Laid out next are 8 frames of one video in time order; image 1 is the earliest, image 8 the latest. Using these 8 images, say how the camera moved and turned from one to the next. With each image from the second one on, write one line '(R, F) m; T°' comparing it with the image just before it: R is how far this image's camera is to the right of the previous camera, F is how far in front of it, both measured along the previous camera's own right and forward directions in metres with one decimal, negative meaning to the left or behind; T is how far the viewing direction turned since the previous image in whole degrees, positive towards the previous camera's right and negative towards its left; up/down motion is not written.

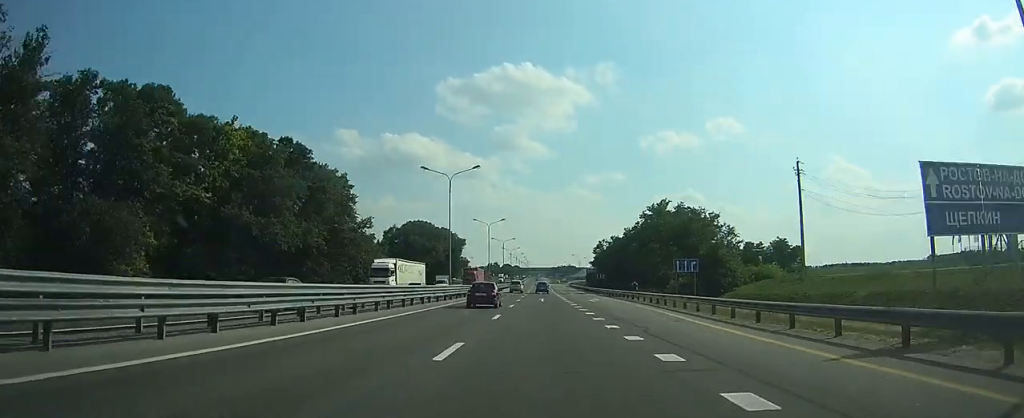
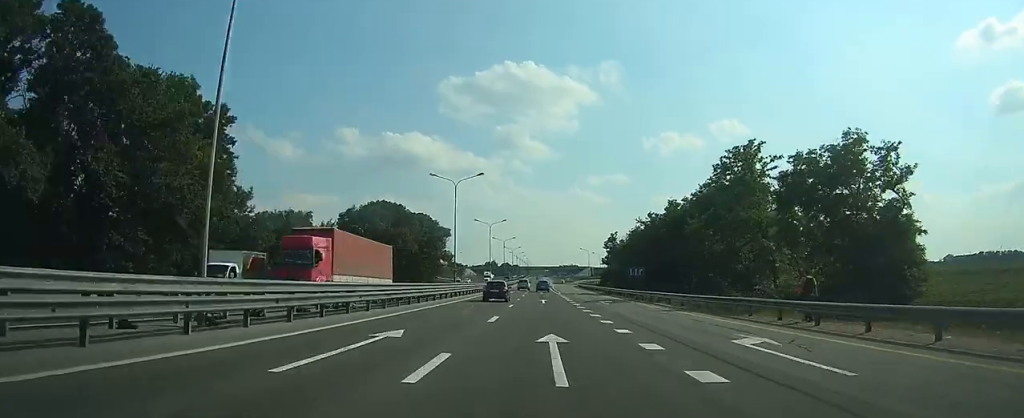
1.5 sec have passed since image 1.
(0.0, +38.0) m; 0°
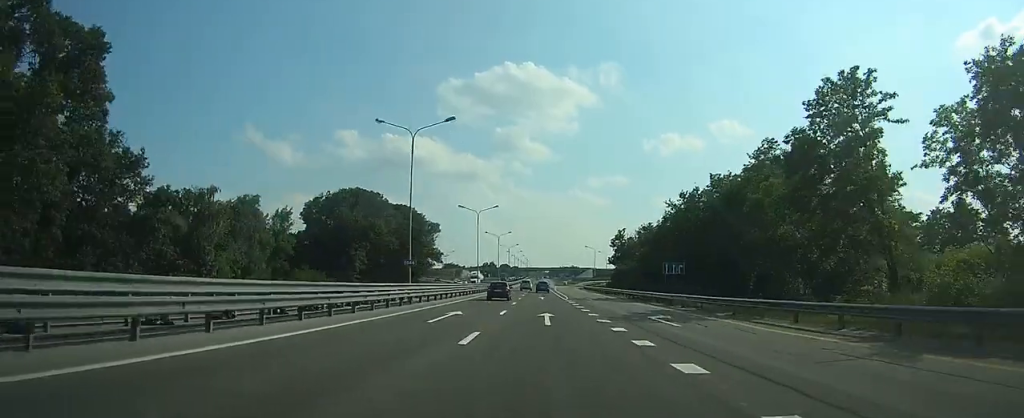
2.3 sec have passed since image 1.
(0.0, +19.0) m; 0°
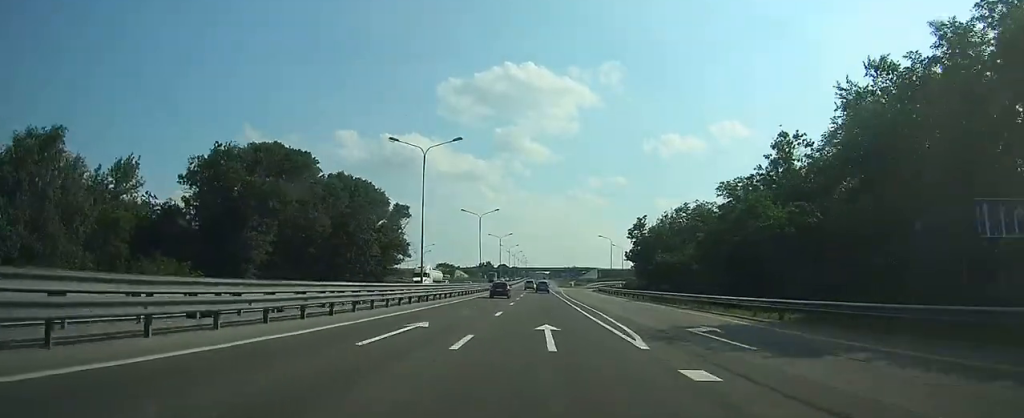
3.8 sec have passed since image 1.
(-0.1, +36.3) m; -1°
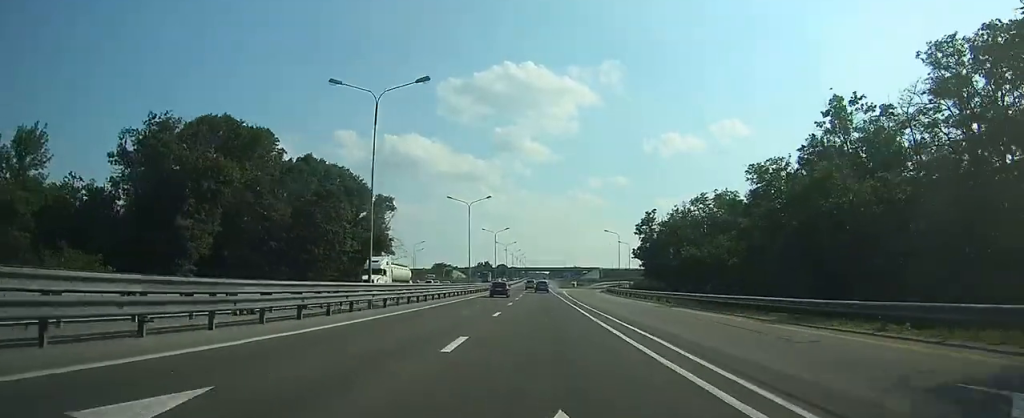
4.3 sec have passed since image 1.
(0.0, +12.4) m; 0°
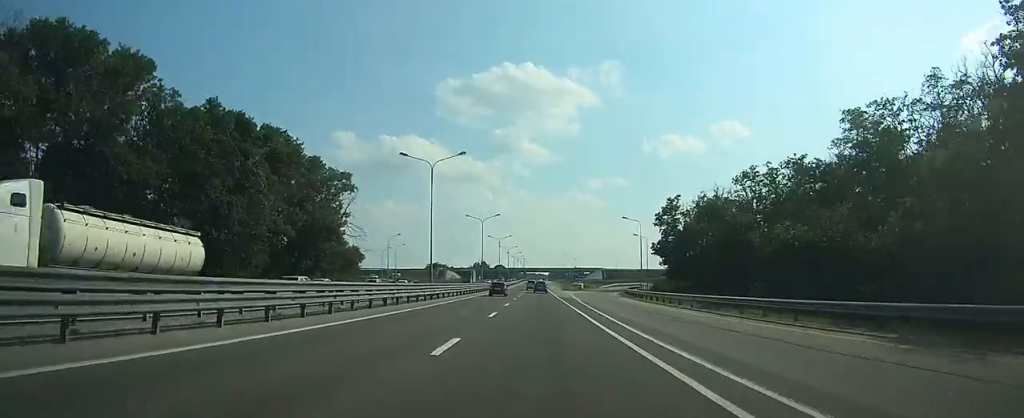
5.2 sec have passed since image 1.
(+0.1, +24.1) m; 0°
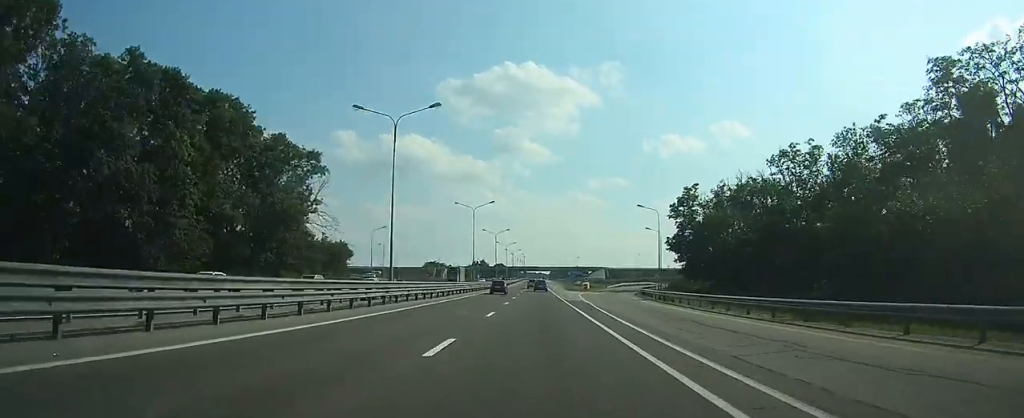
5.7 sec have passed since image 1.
(0.0, +12.5) m; 0°
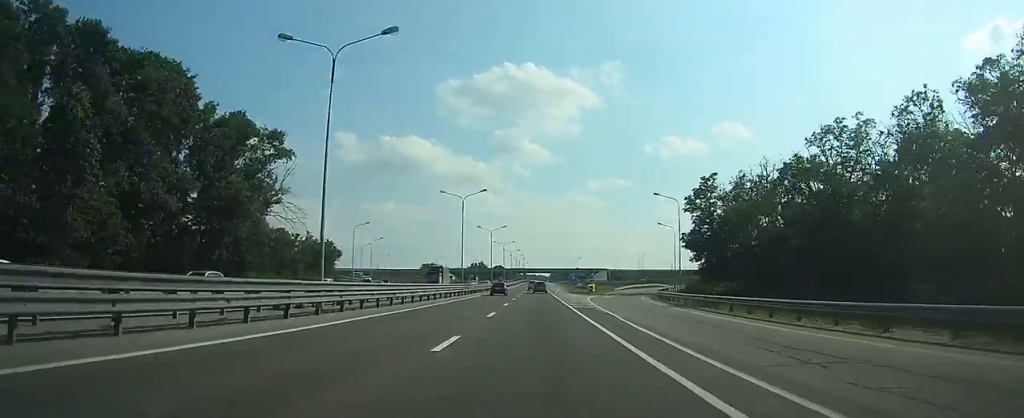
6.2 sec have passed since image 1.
(0.0, +10.8) m; 0°
